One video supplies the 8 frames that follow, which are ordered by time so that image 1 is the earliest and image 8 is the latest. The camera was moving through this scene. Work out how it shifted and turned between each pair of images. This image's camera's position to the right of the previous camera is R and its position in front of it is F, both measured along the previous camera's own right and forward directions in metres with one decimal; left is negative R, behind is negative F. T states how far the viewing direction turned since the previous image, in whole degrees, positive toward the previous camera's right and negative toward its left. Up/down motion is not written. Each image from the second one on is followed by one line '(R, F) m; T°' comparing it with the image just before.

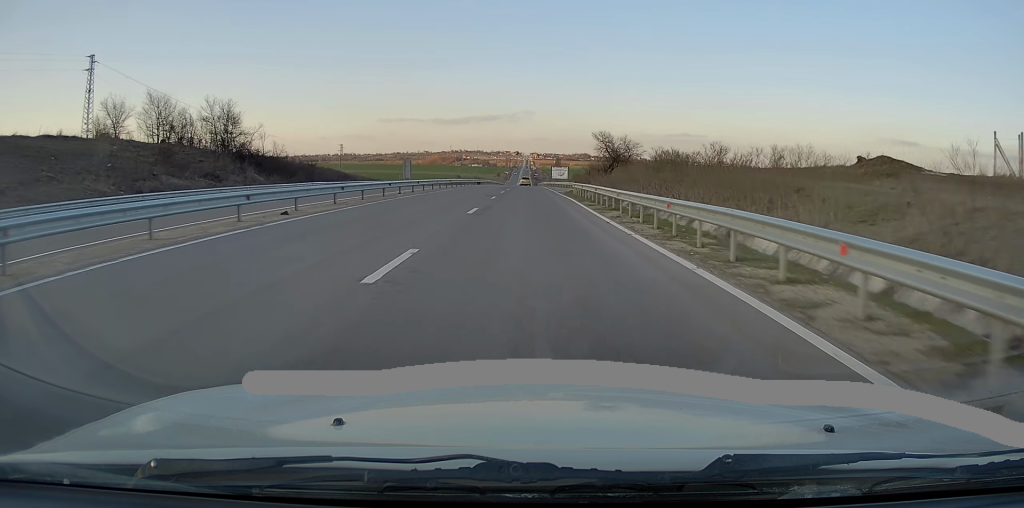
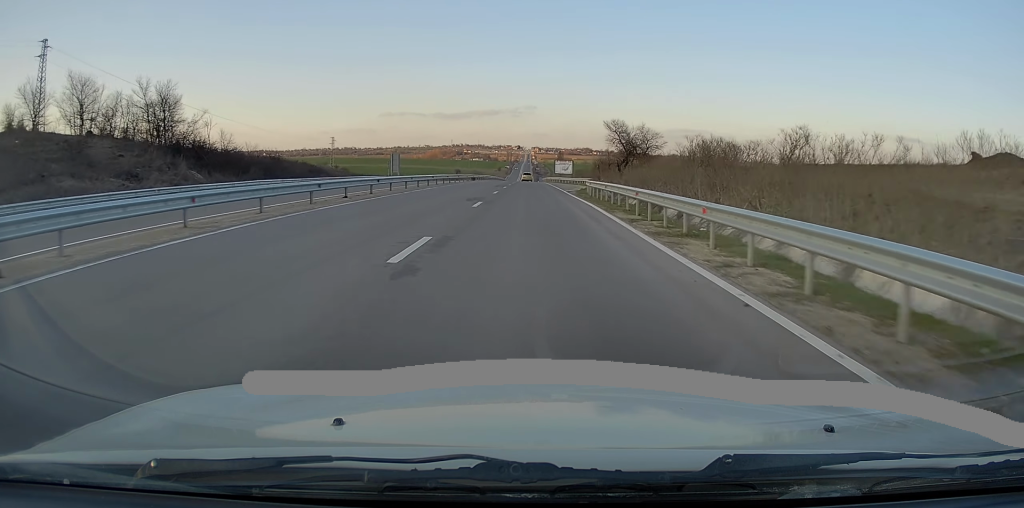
(+0.1, +10.8) m; 0°
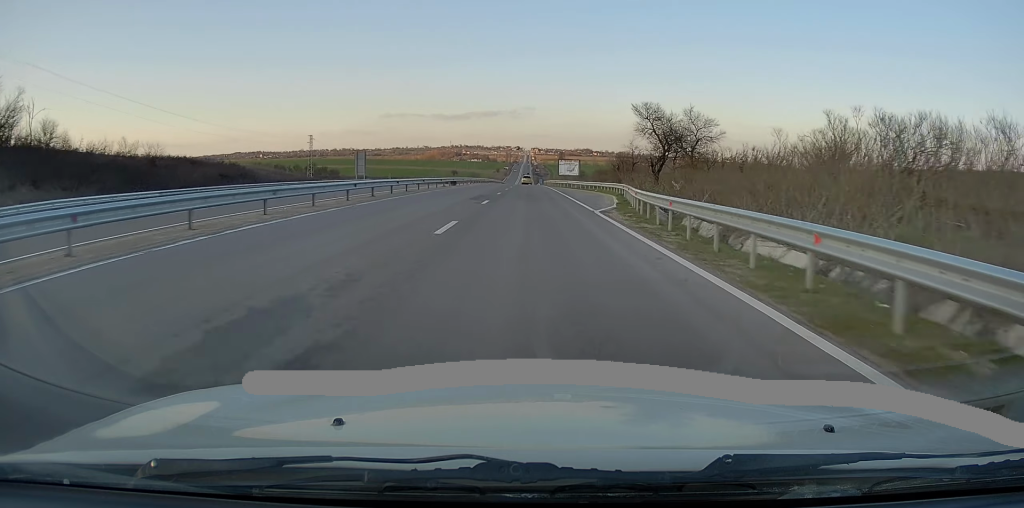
(0.0, +19.8) m; 0°
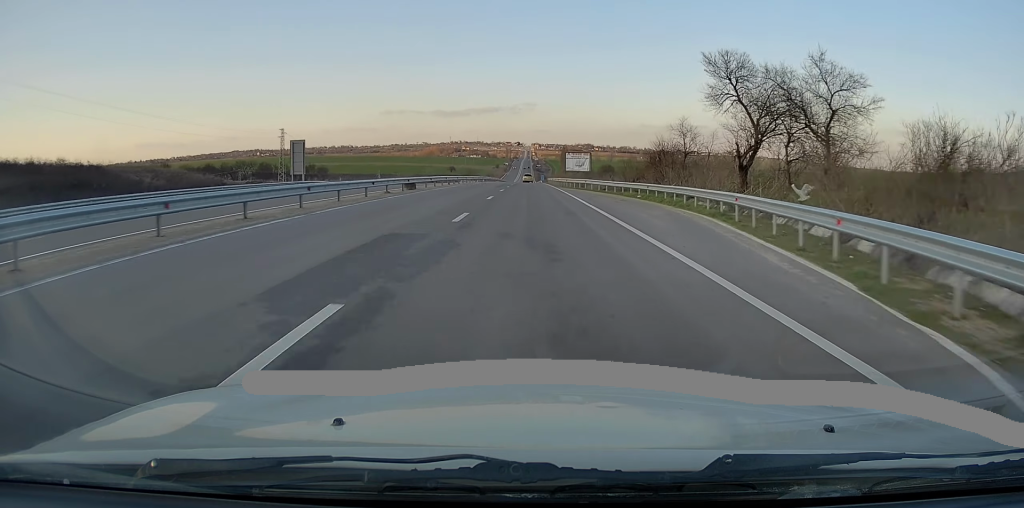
(0.0, +21.4) m; 0°
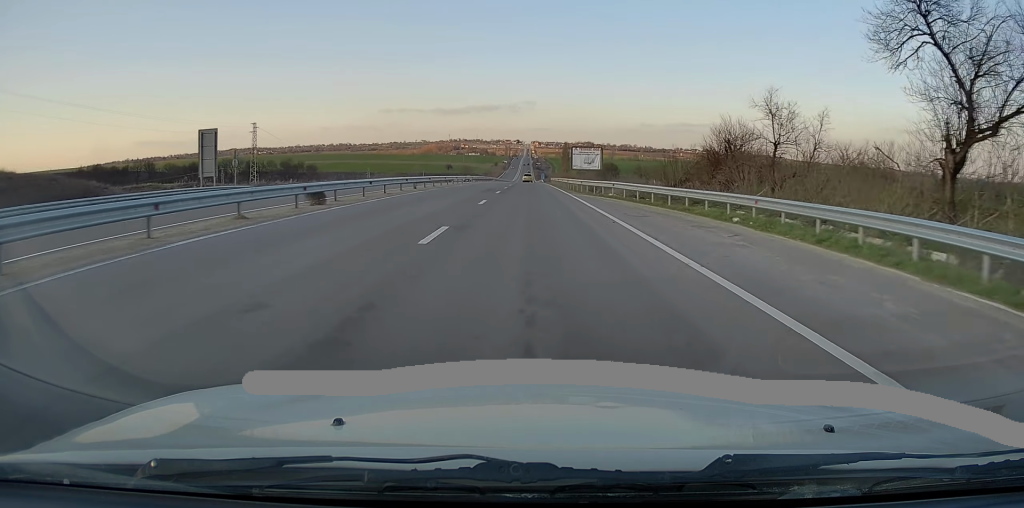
(0.0, +16.4) m; 0°
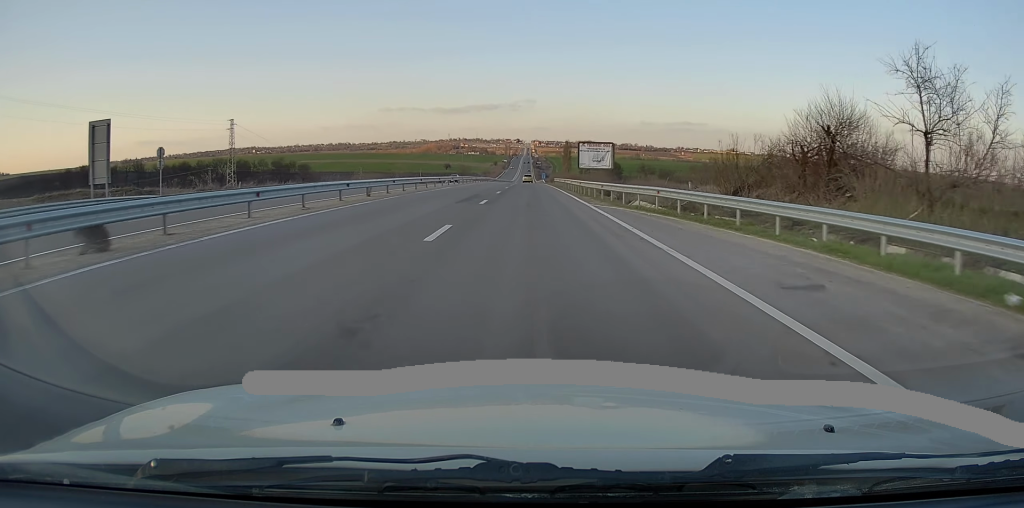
(0.0, +11.4) m; 0°
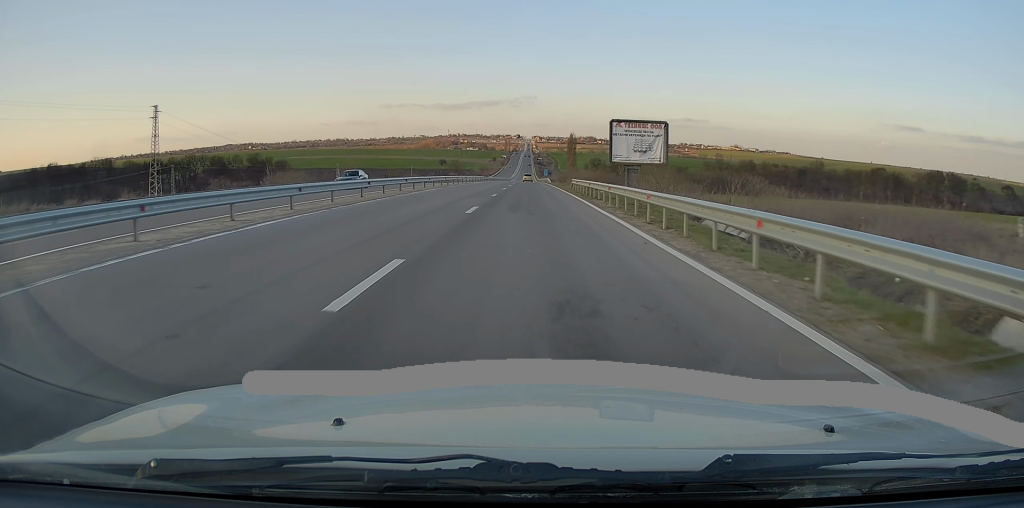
(-0.1, +29.1) m; 0°
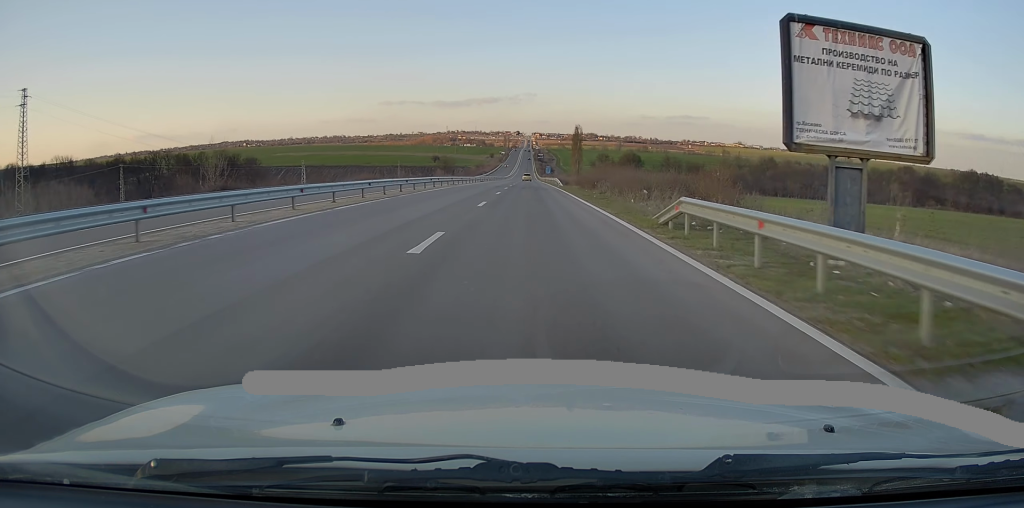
(-0.1, +32.1) m; 0°
